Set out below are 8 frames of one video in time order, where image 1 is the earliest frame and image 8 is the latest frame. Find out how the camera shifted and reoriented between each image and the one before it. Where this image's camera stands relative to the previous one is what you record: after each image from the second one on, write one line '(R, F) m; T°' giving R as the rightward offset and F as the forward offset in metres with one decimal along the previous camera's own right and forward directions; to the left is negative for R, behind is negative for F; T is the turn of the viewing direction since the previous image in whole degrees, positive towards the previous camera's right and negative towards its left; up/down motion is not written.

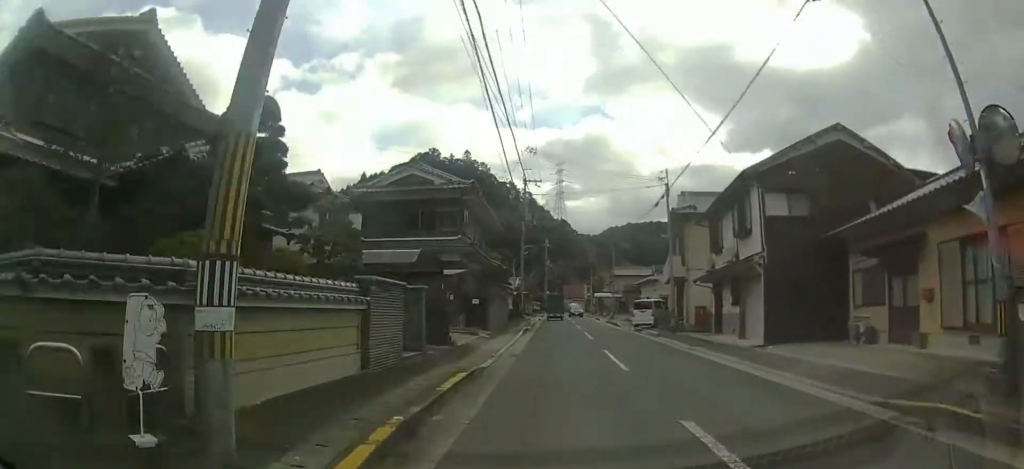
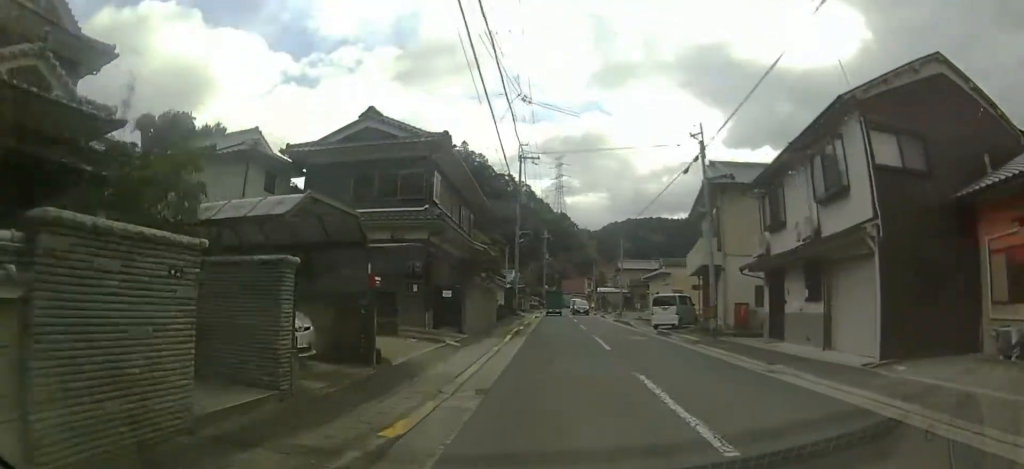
(0.0, +6.6) m; +1°
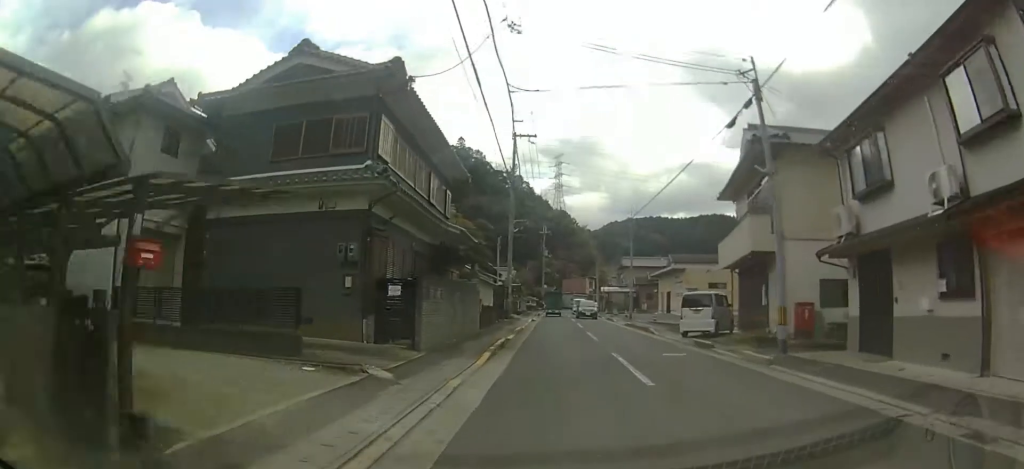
(+0.1, +6.1) m; 0°
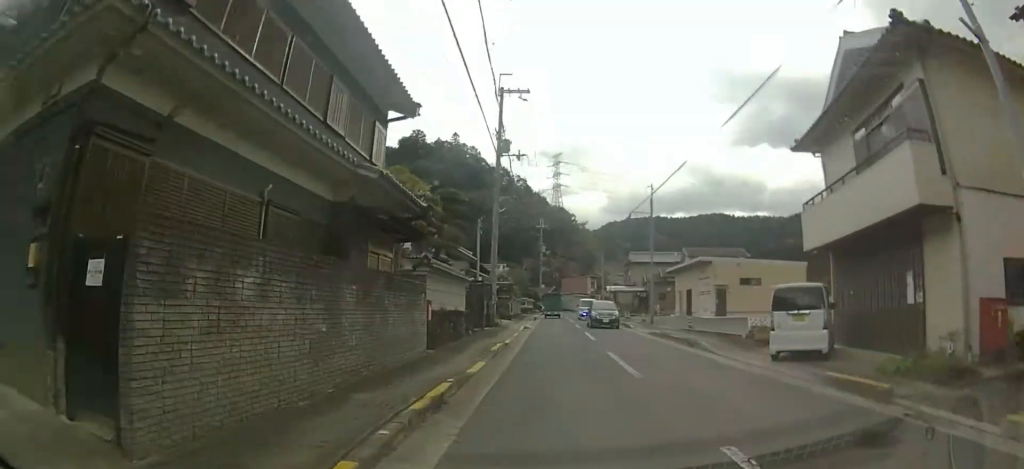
(0.0, +8.9) m; 0°
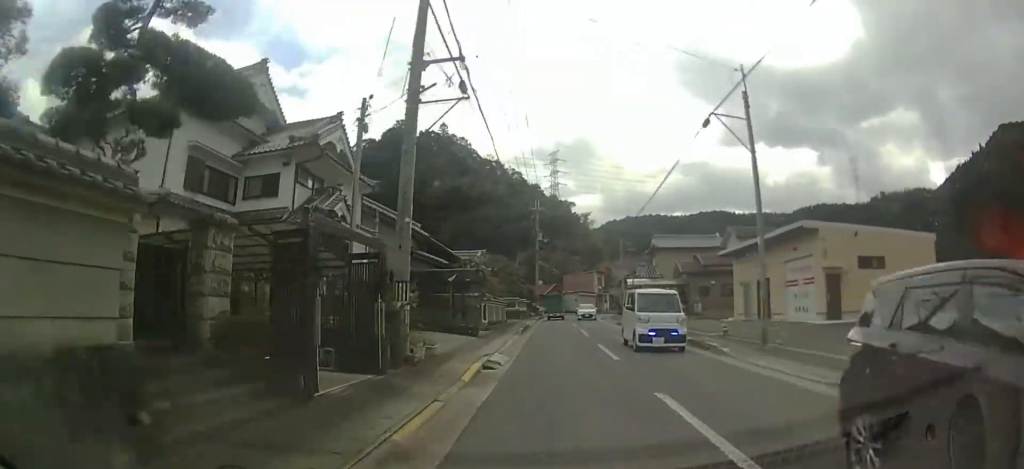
(-0.1, +16.8) m; 0°
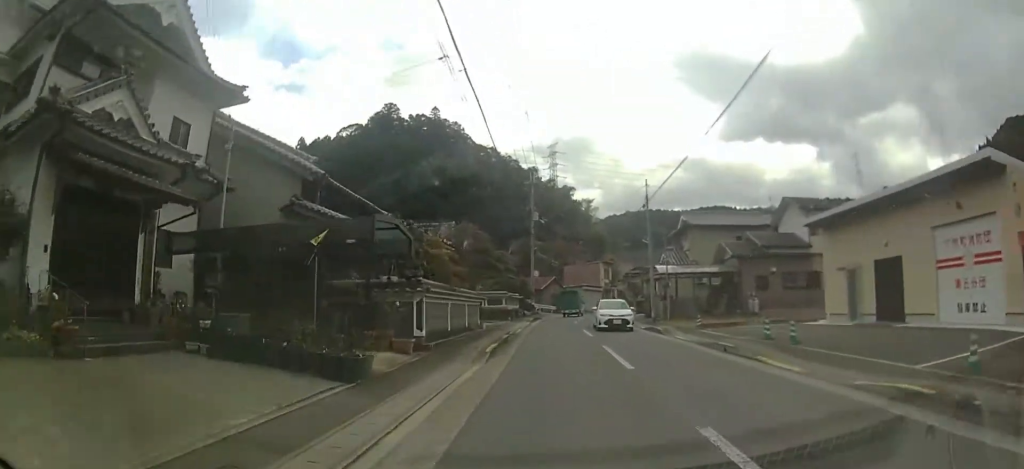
(+0.1, +12.2) m; +1°
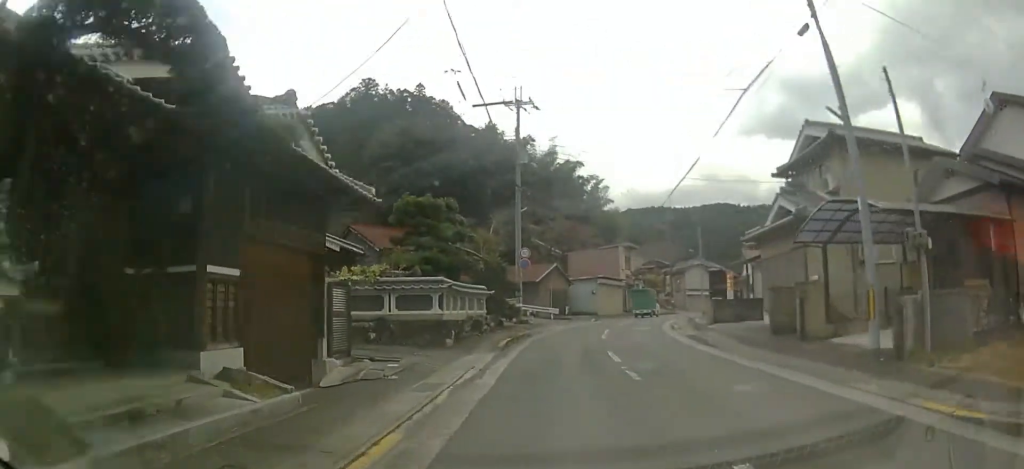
(-0.2, +20.9) m; -1°
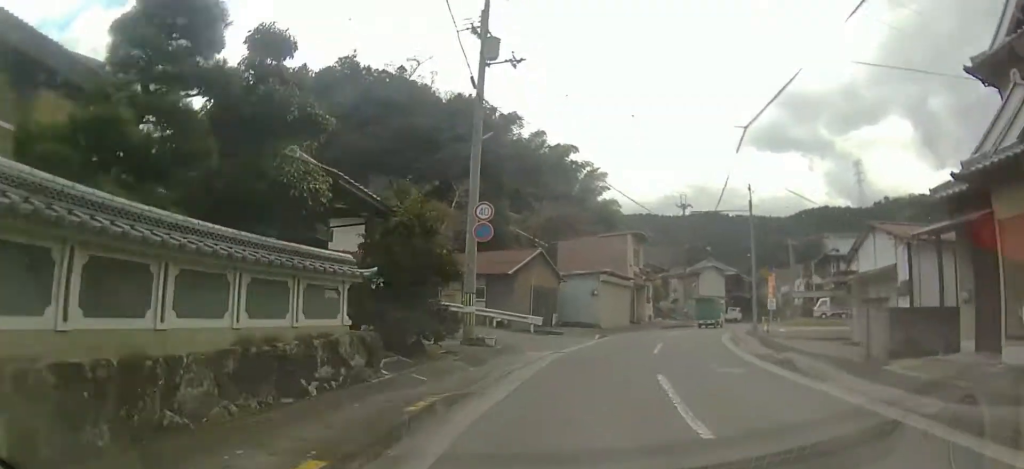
(+0.1, +14.4) m; +2°
